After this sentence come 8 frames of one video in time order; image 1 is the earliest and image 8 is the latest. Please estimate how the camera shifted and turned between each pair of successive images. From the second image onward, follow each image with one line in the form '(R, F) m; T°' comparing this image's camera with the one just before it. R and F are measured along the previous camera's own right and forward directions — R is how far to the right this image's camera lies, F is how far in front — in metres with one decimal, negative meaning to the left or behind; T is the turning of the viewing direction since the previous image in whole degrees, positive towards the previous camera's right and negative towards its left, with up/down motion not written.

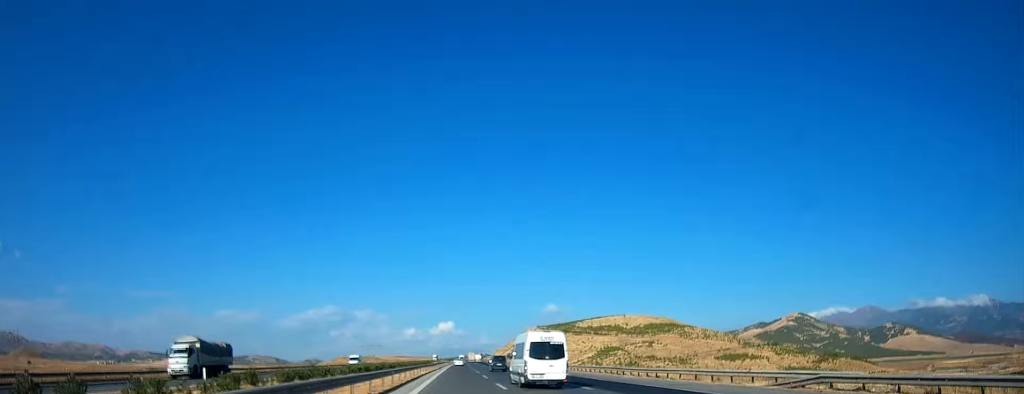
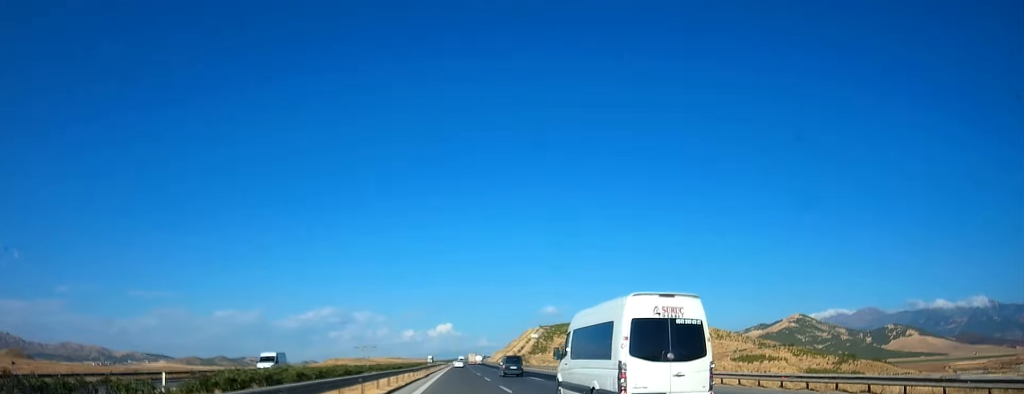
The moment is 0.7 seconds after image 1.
(+0.2, +34.0) m; 0°
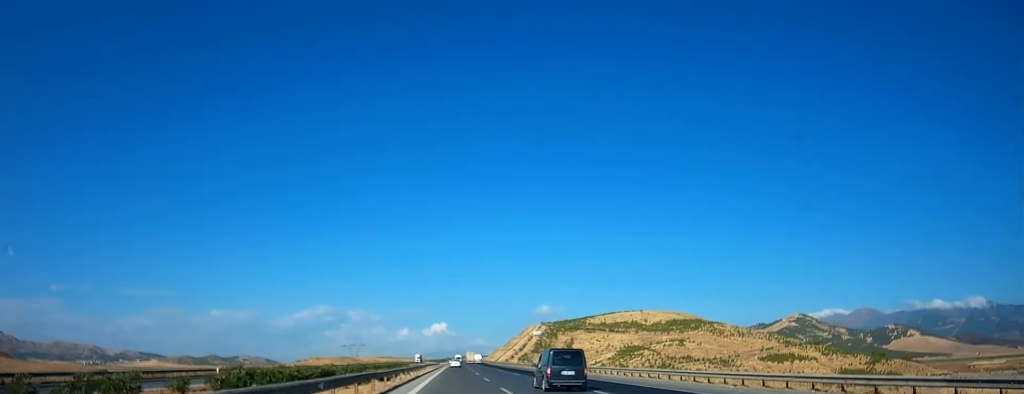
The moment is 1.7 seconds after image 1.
(+0.1, +52.5) m; 0°
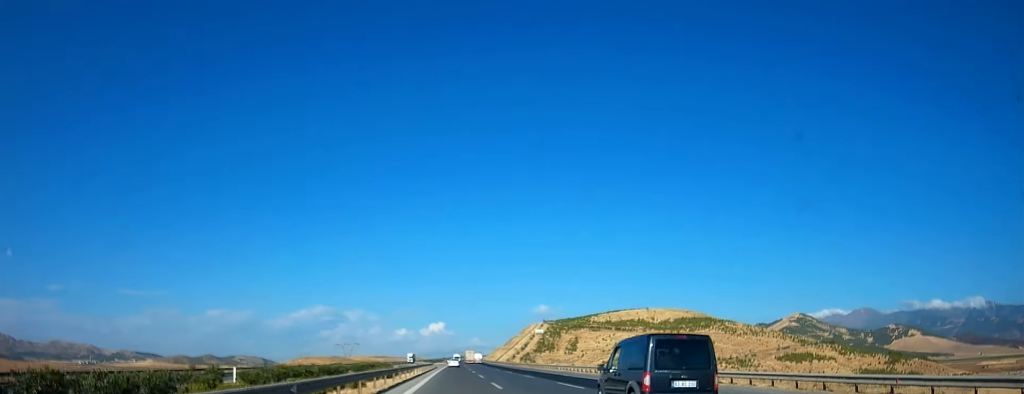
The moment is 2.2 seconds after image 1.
(-0.1, +27.0) m; 0°
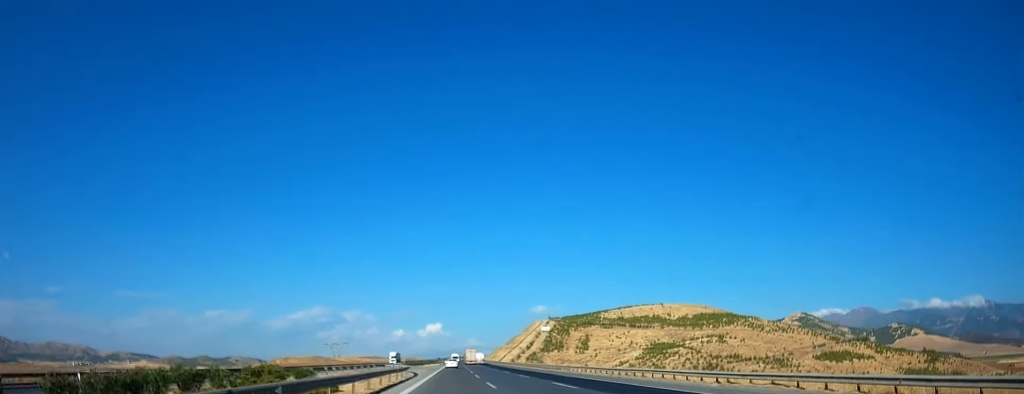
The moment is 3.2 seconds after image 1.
(+0.5, +48.4) m; +1°
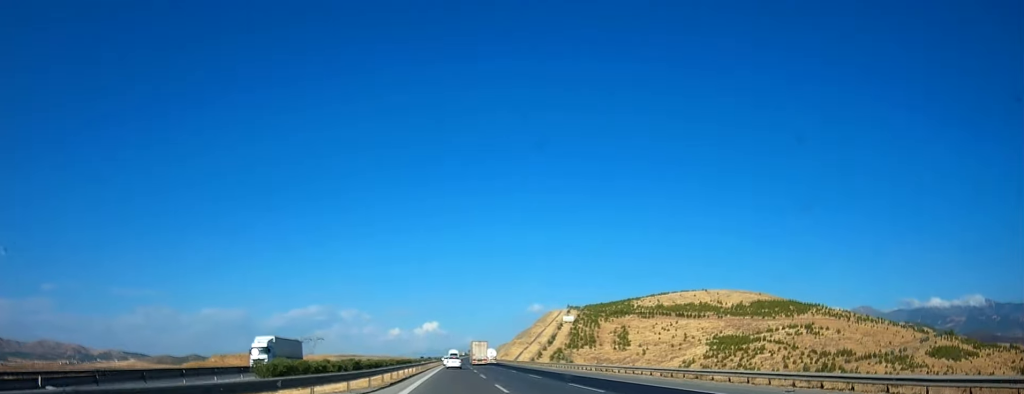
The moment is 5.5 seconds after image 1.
(-0.2, +105.7) m; -1°
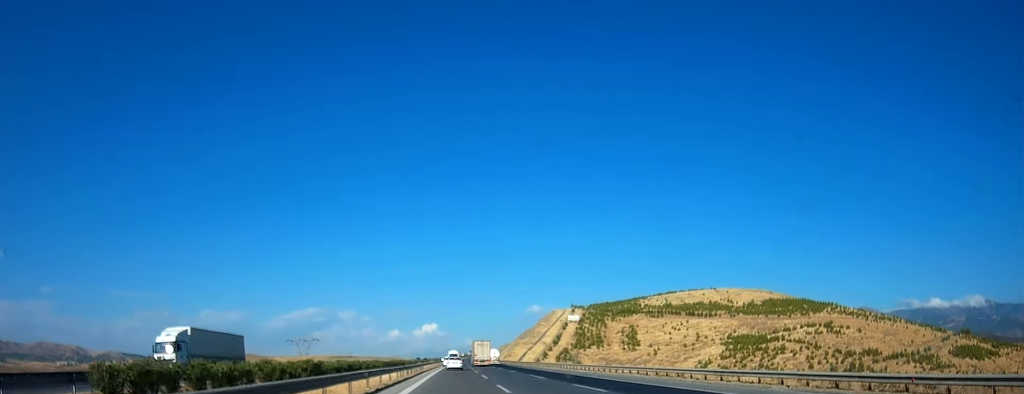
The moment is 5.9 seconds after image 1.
(-0.1, +17.2) m; 0°
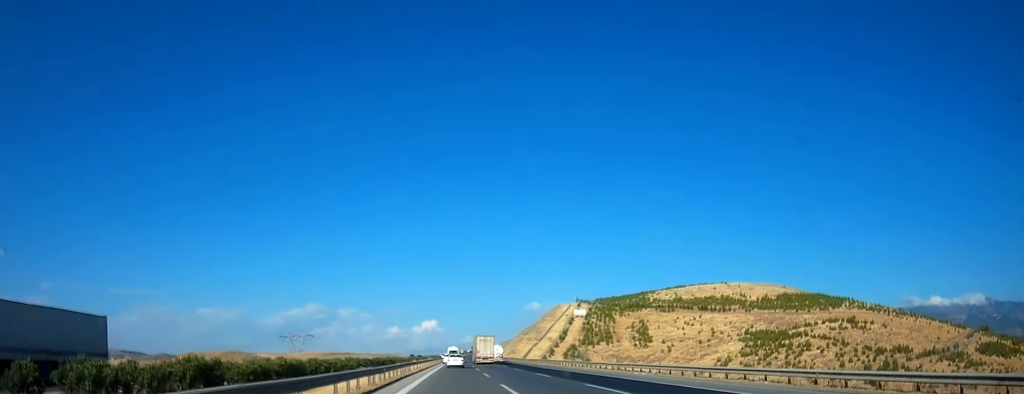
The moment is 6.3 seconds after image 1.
(-0.2, +19.1) m; 0°
